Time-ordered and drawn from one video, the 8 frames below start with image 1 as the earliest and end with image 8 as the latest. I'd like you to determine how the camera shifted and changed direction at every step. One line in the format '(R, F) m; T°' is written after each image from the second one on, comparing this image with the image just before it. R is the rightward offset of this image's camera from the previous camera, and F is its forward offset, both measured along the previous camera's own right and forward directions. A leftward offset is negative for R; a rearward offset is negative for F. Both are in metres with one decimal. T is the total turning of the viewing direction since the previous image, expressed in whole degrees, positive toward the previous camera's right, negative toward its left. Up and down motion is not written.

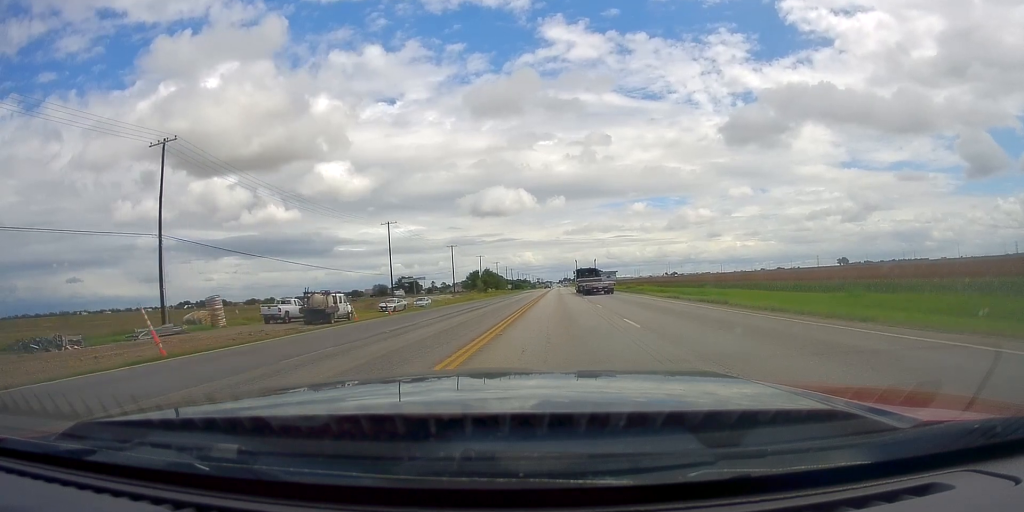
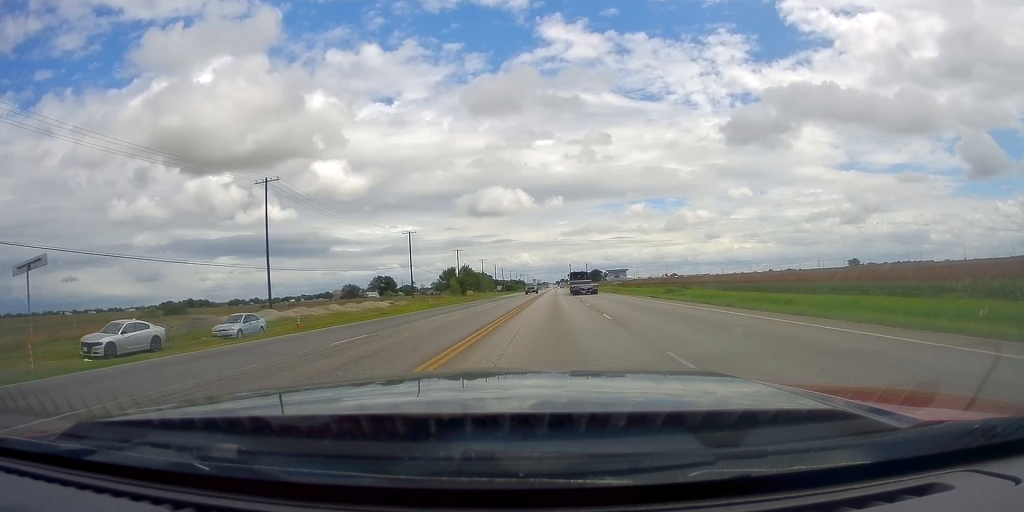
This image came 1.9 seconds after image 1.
(+0.6, +46.1) m; -1°
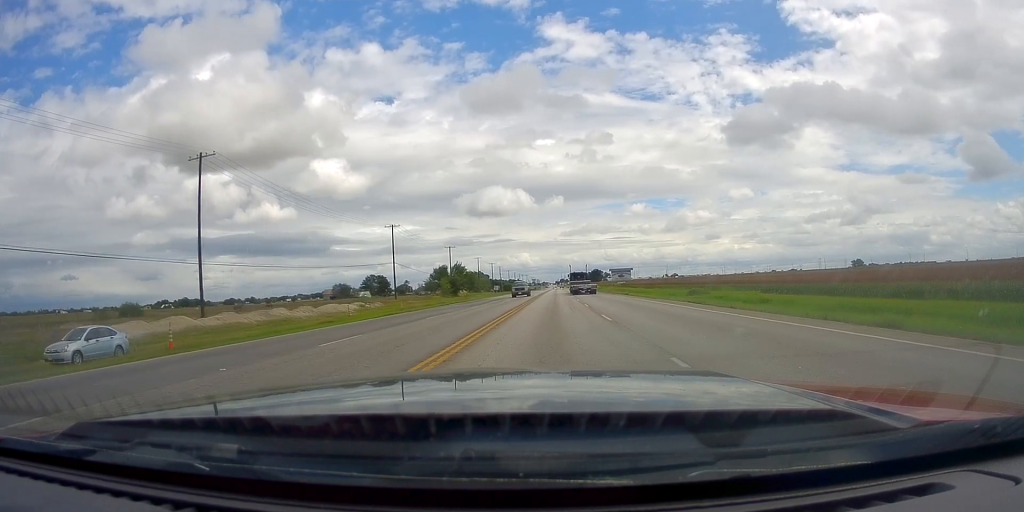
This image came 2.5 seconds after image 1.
(-0.2, +13.2) m; -1°
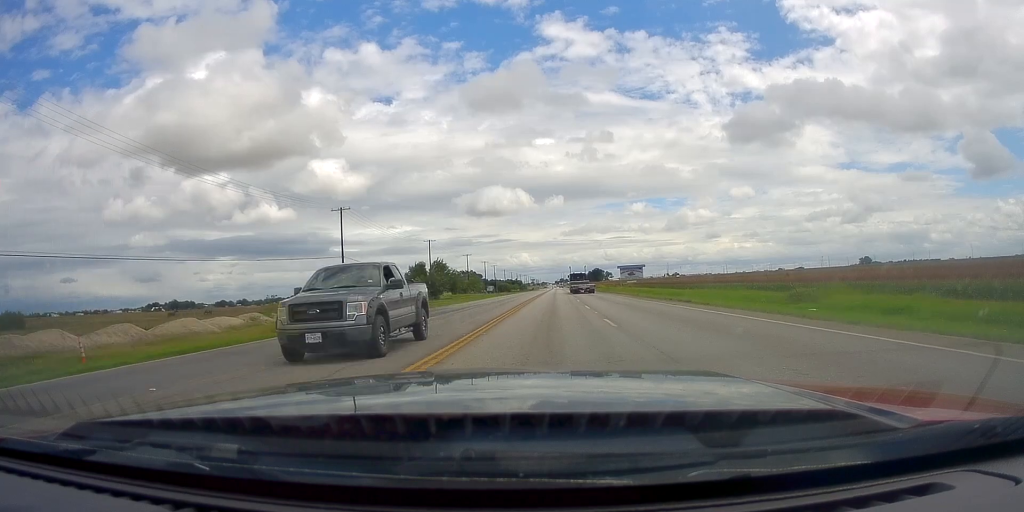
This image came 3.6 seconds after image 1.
(0.0, +27.1) m; 0°
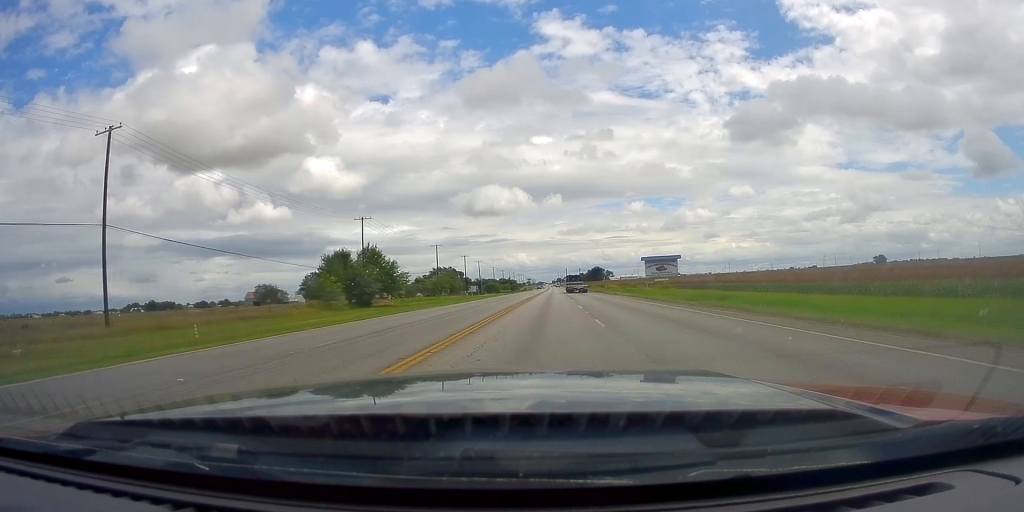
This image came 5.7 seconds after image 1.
(+0.8, +49.6) m; +2°
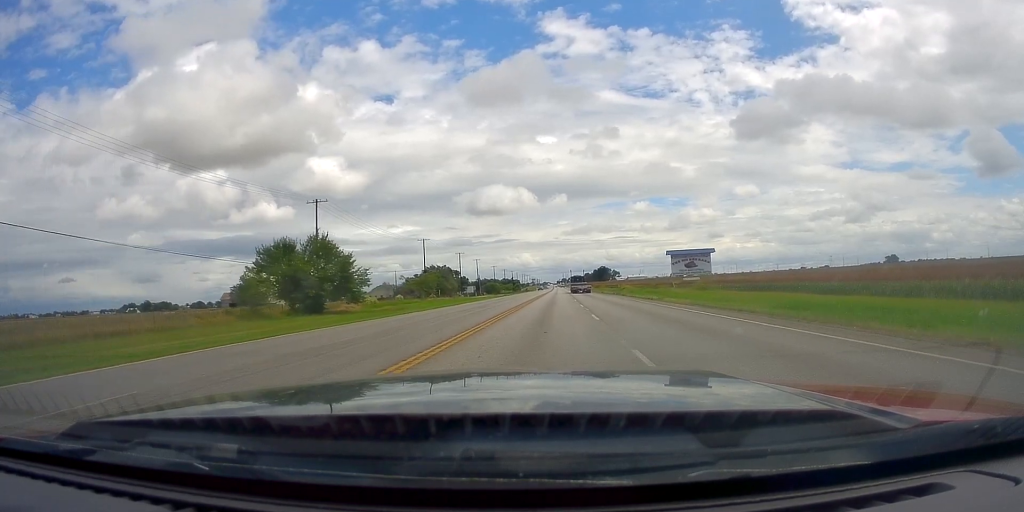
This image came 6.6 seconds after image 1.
(+0.3, +21.2) m; -1°
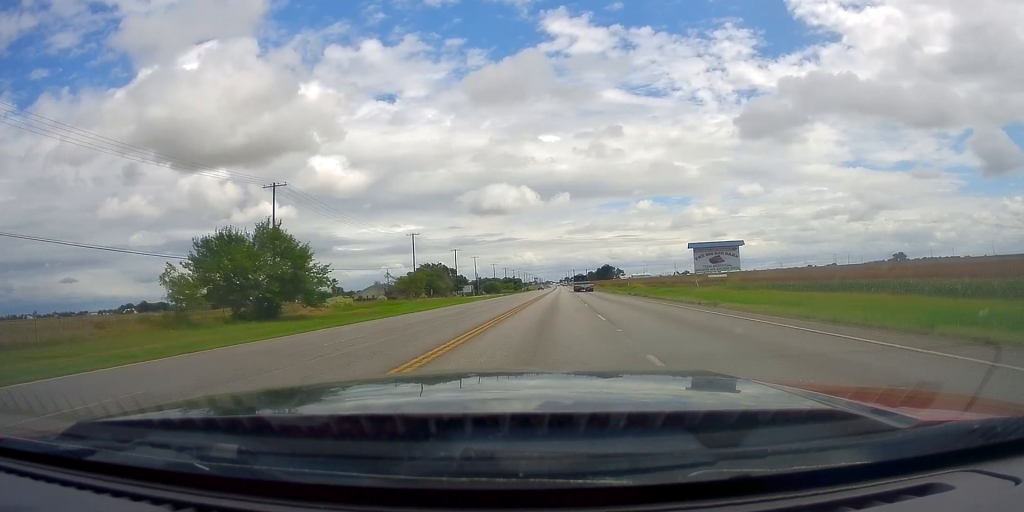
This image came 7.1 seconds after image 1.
(-0.4, +13.2) m; -1°
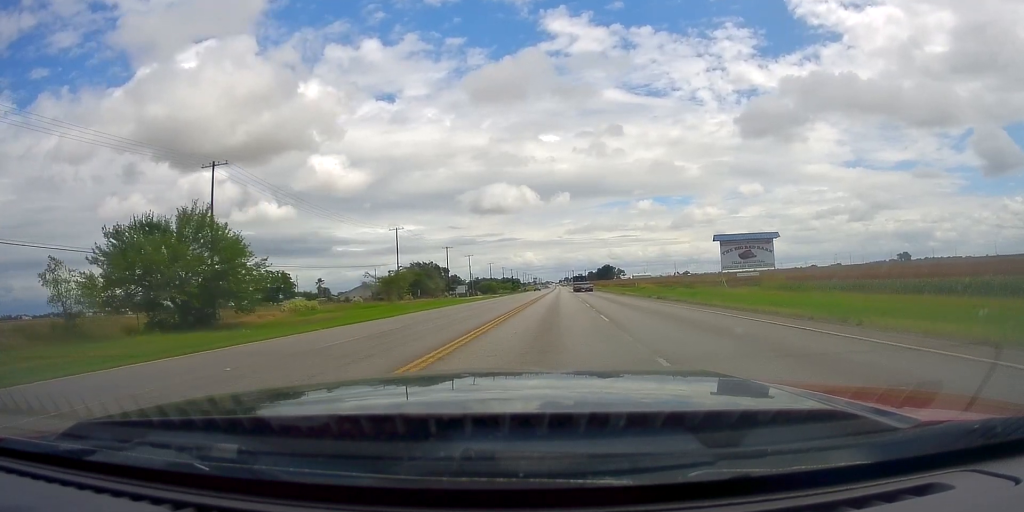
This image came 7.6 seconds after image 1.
(-0.1, +12.9) m; 0°
